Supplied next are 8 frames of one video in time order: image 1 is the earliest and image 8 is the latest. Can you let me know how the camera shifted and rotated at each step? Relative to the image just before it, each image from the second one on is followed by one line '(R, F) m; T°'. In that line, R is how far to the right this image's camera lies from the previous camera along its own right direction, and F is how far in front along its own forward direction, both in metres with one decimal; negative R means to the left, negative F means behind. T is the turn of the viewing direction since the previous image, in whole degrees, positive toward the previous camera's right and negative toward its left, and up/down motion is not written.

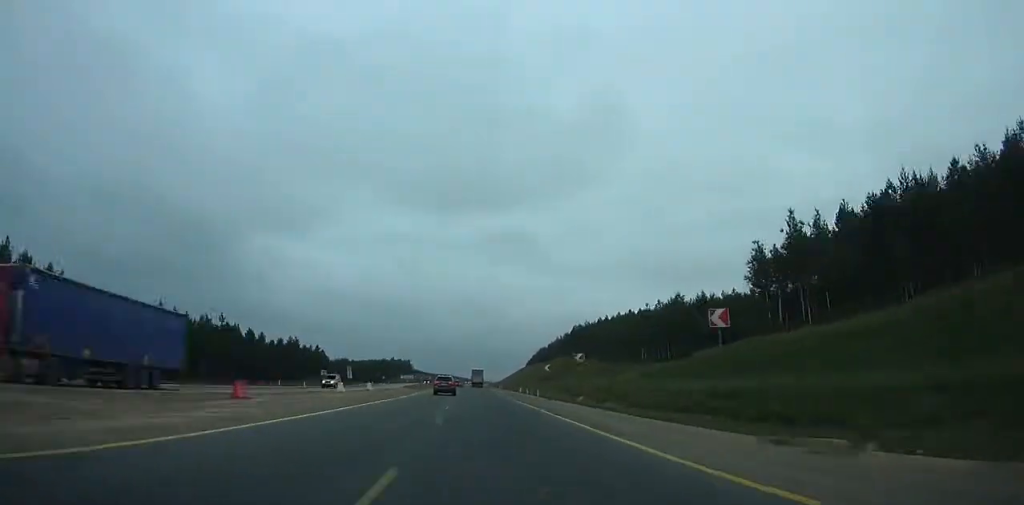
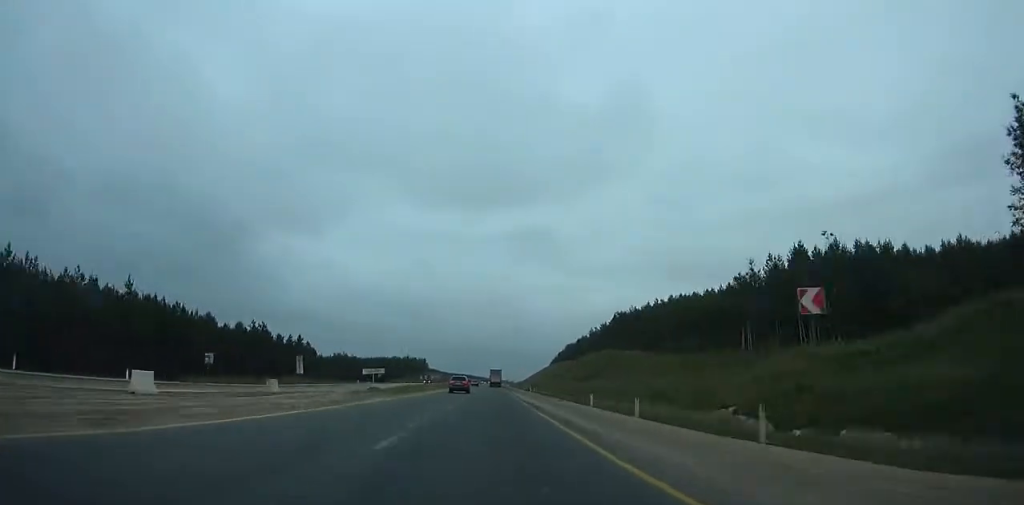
(-0.8, +43.0) m; -5°
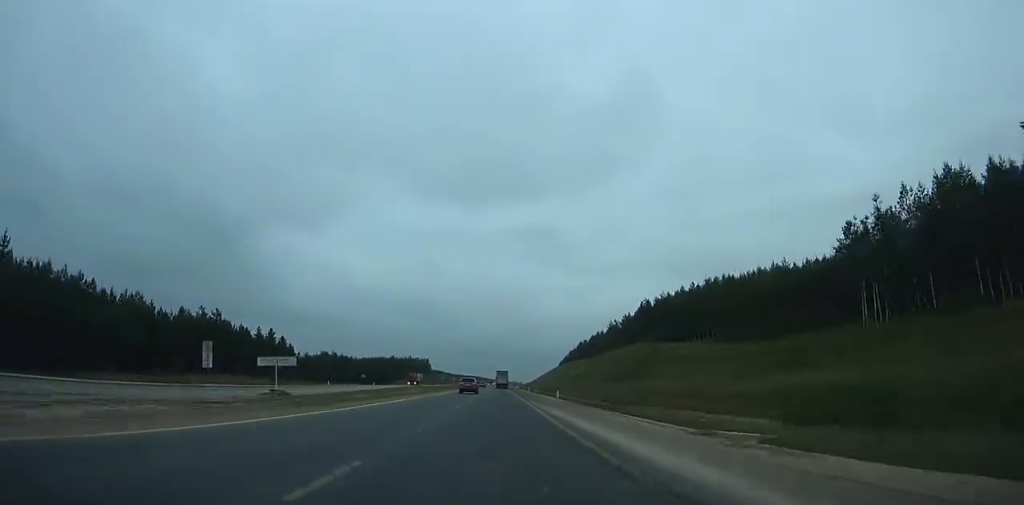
(+0.8, +29.1) m; -7°
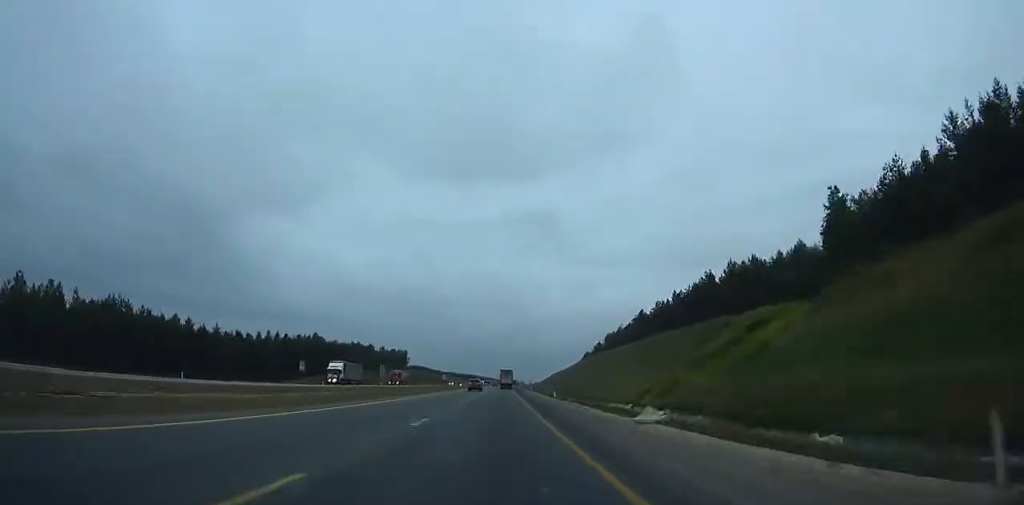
(+12.7, +128.4) m; +17°
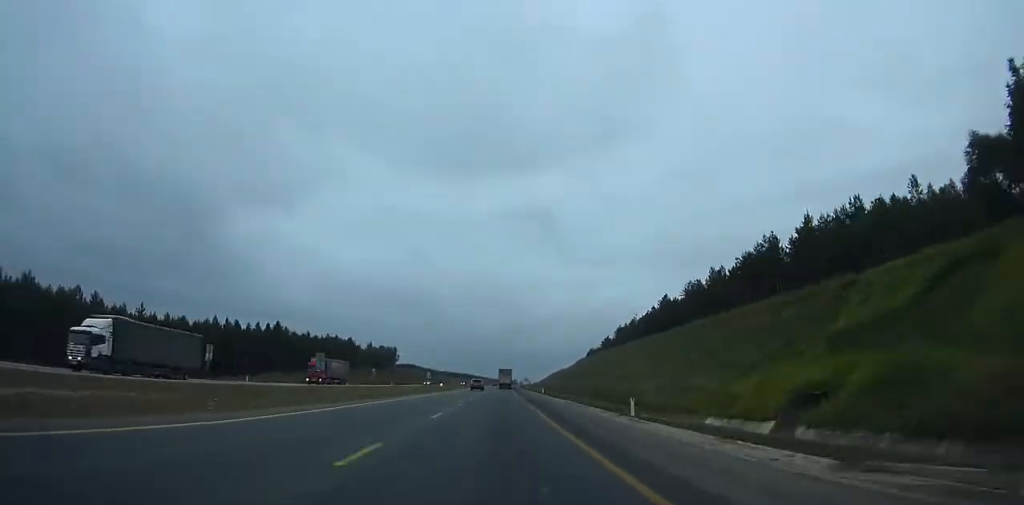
(-1.0, +36.3) m; -1°
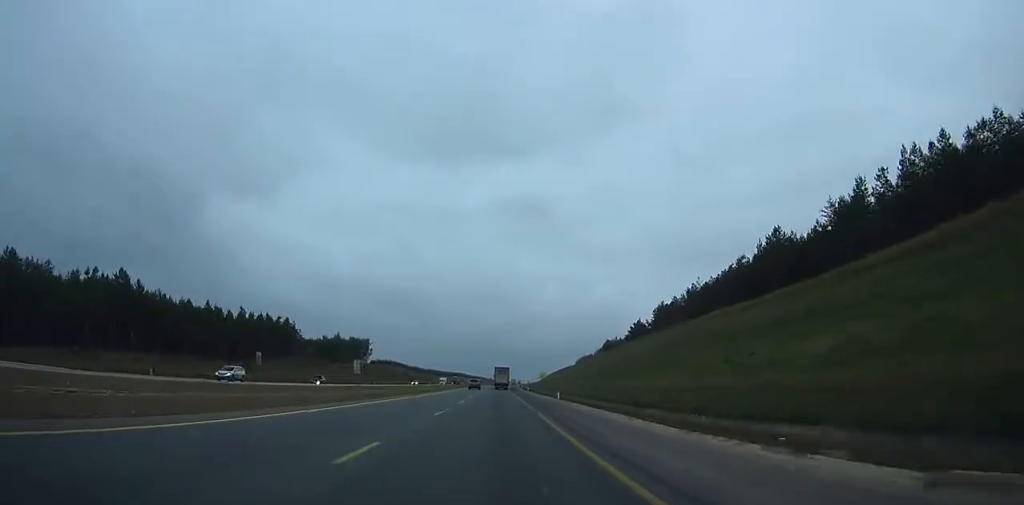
(-7.0, +80.0) m; -6°
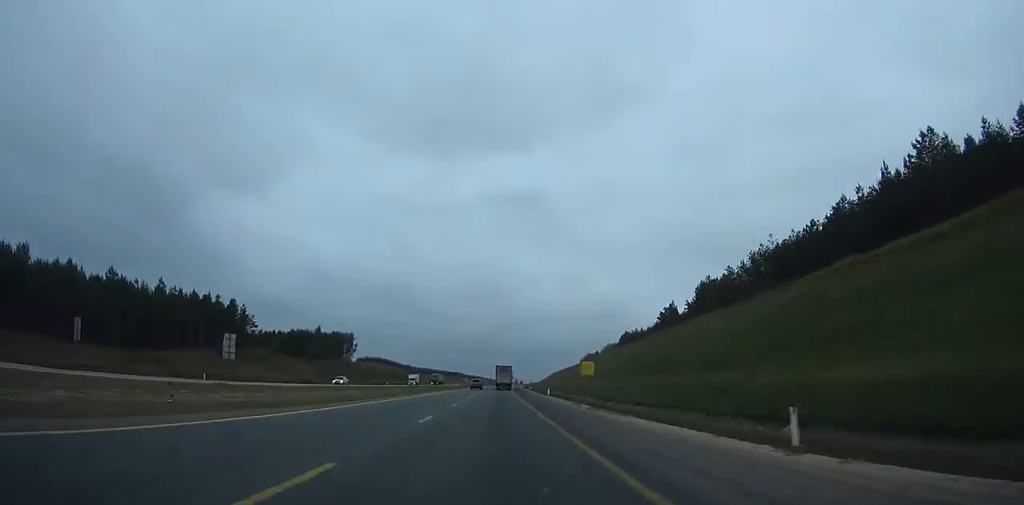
(-0.7, +40.9) m; -1°
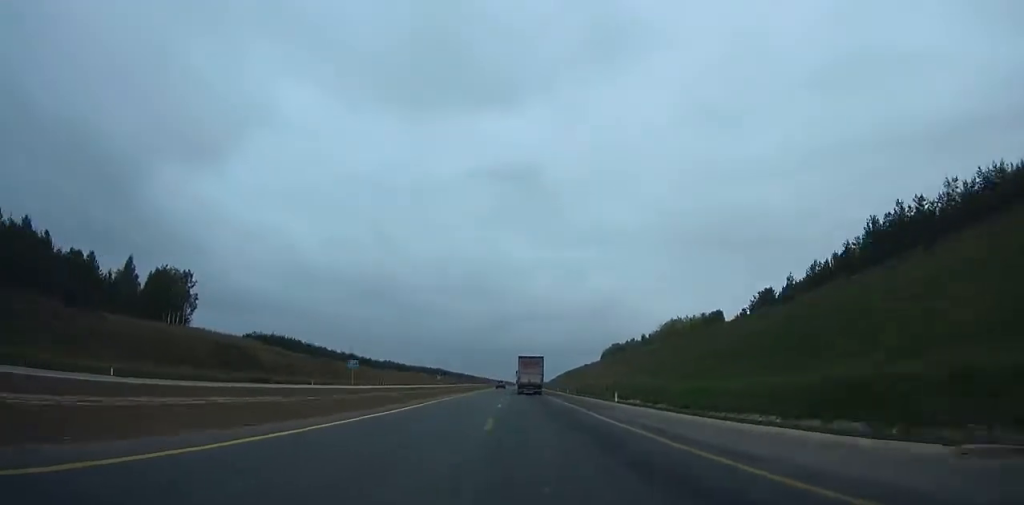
(+0.7, +172.0) m; +1°
